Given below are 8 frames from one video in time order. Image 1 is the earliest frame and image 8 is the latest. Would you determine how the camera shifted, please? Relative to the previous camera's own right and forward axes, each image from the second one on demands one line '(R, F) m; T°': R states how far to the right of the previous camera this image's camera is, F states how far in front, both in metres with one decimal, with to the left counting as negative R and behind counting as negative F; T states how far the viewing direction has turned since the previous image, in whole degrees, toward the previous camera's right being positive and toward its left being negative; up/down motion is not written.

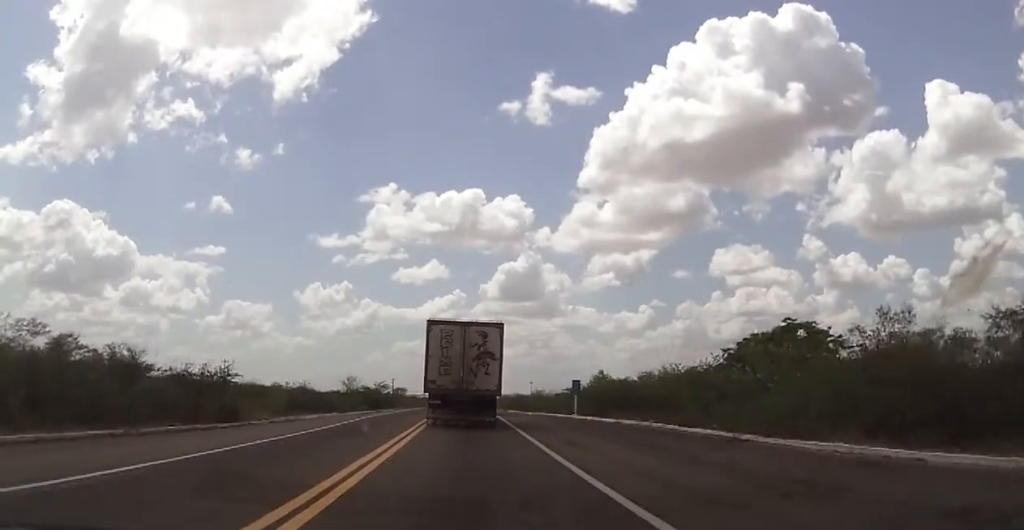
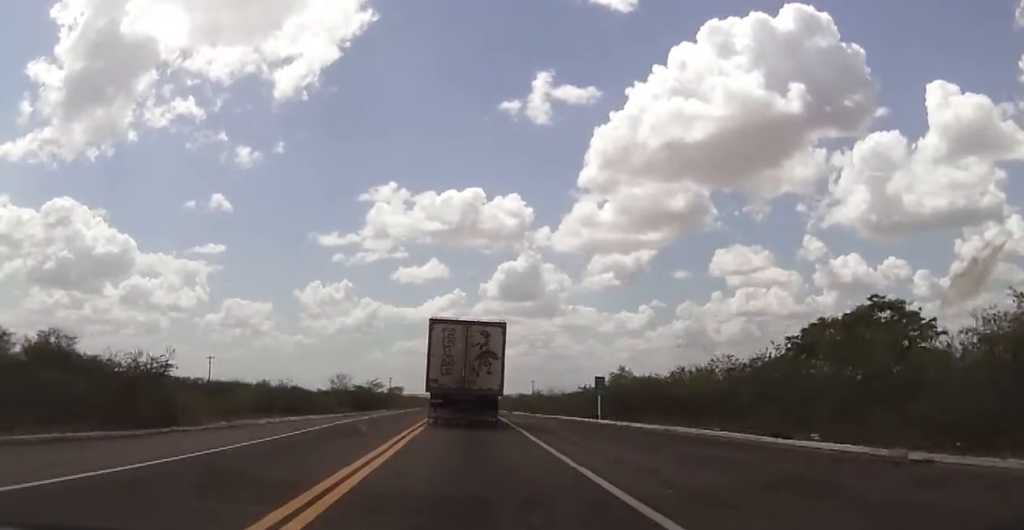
(0.0, +7.6) m; 0°
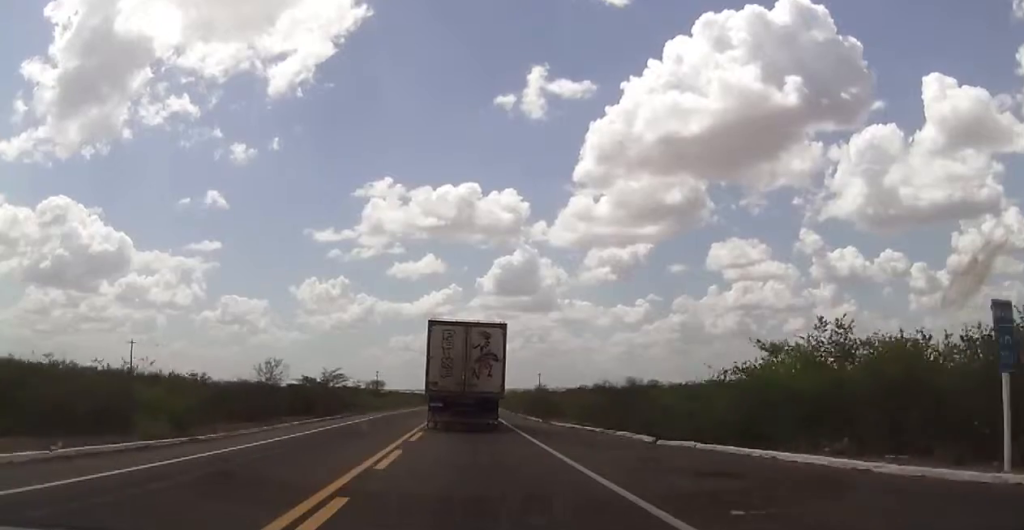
(-0.1, +29.3) m; -1°
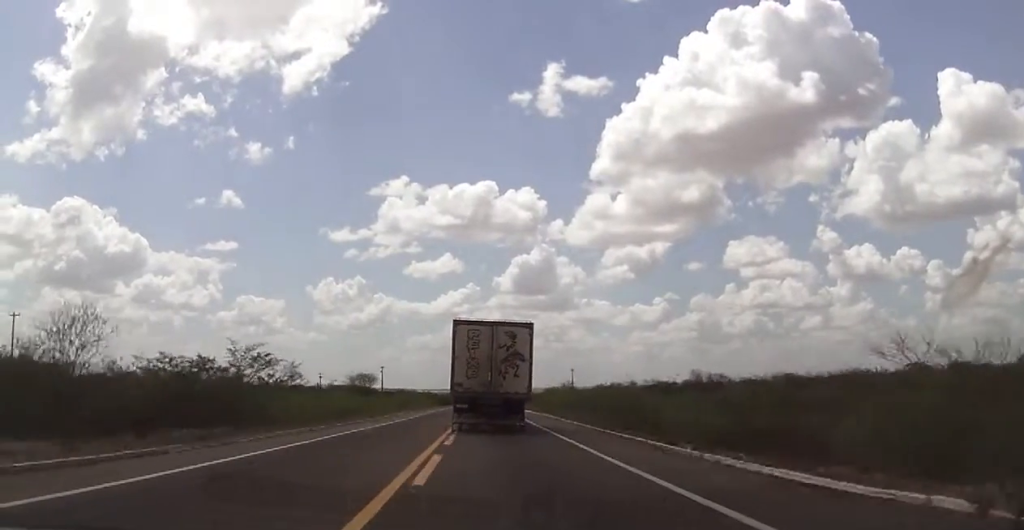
(+0.1, +31.7) m; 0°
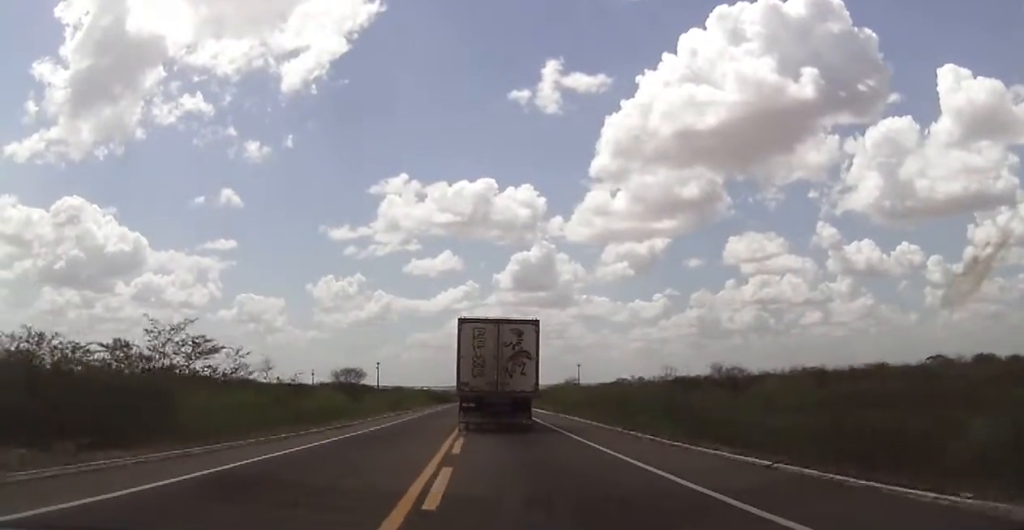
(+0.1, +8.9) m; -1°
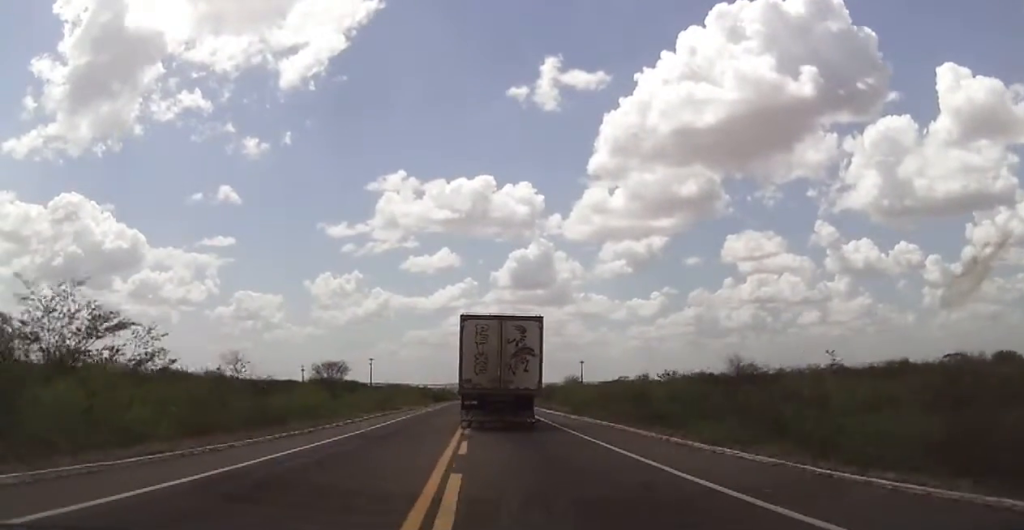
(-0.2, +8.3) m; -1°
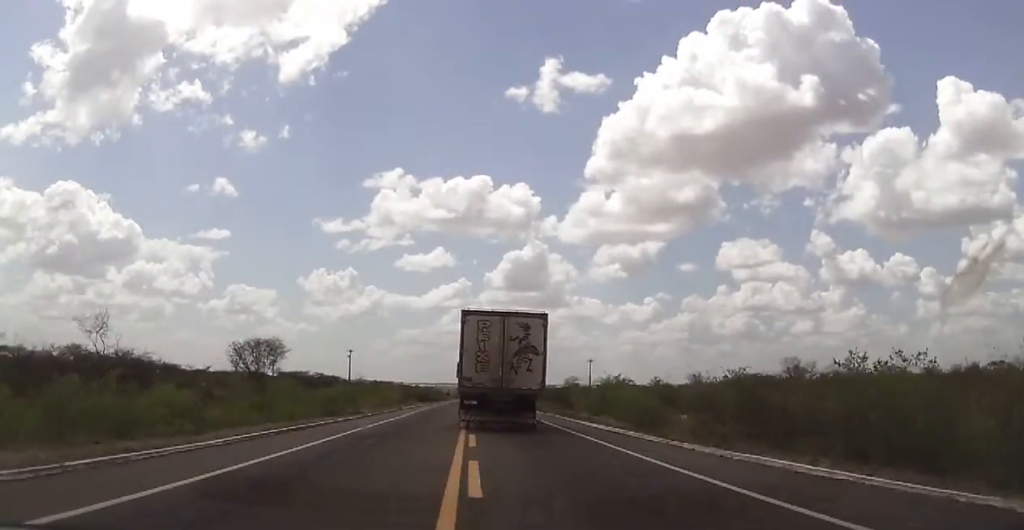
(-0.4, +20.3) m; -1°
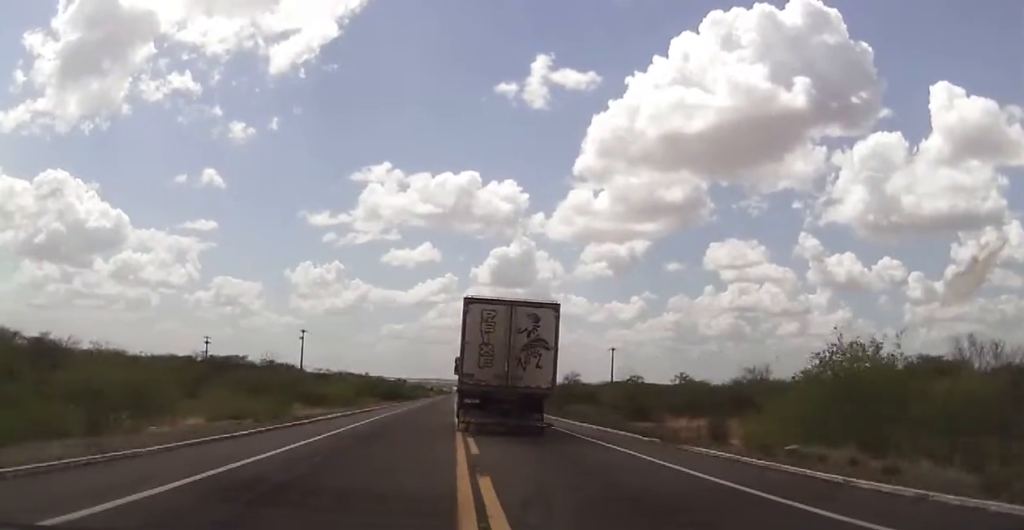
(+0.5, +32.9) m; +2°
